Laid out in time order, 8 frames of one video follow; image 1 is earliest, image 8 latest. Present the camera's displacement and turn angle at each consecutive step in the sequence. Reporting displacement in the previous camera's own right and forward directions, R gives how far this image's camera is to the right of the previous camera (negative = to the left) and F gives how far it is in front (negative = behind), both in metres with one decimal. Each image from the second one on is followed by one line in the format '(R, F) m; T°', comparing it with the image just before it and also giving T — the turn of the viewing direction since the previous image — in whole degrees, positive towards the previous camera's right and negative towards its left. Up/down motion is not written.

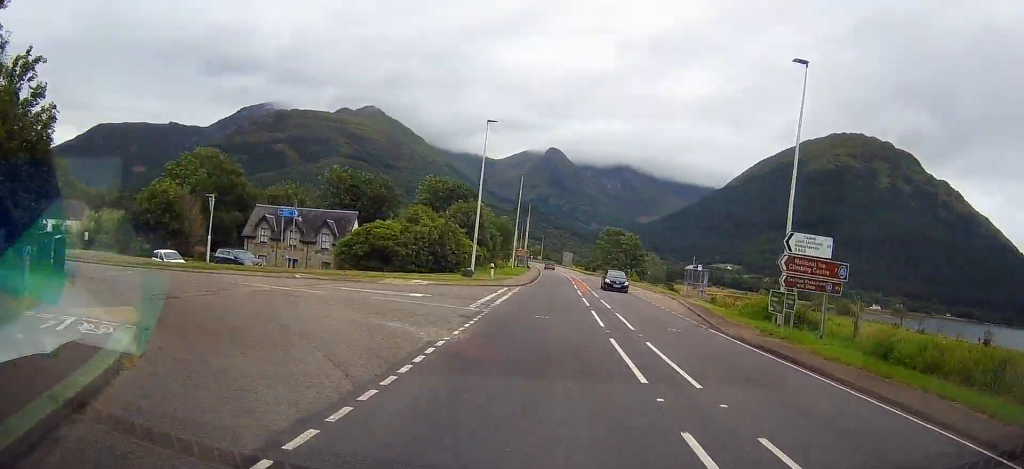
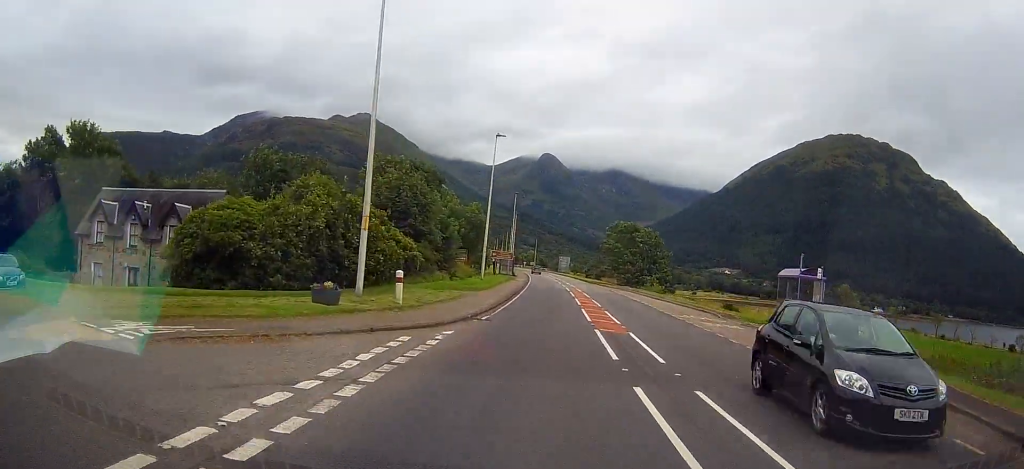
(+0.2, +23.4) m; +2°
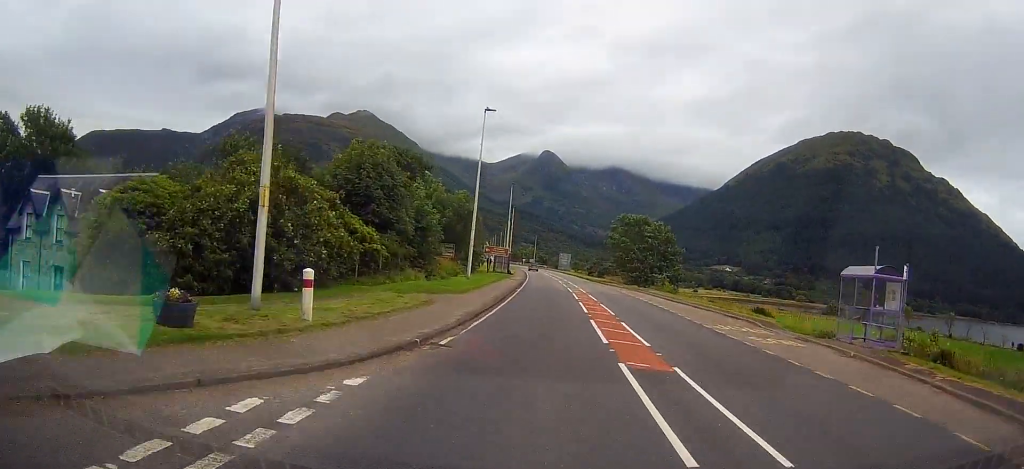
(+0.1, +6.9) m; 0°
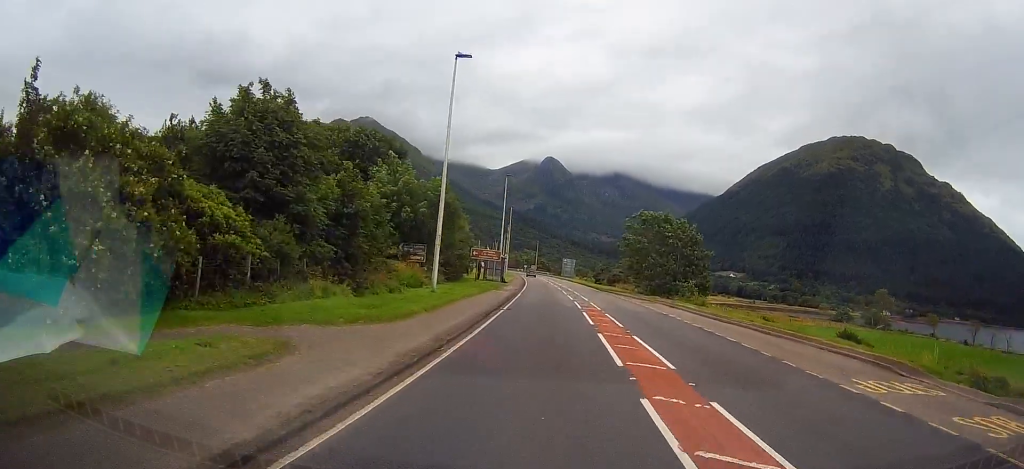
(+0.1, +11.4) m; 0°
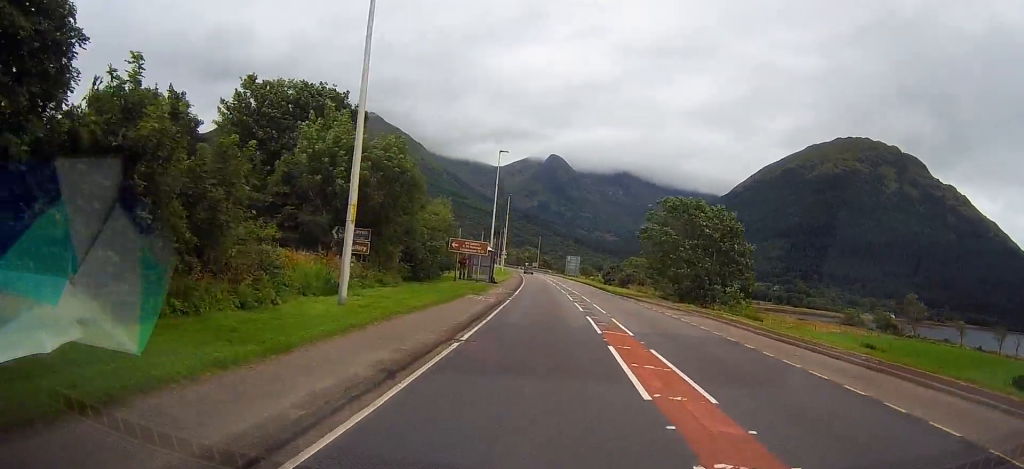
(-0.3, +11.8) m; -1°
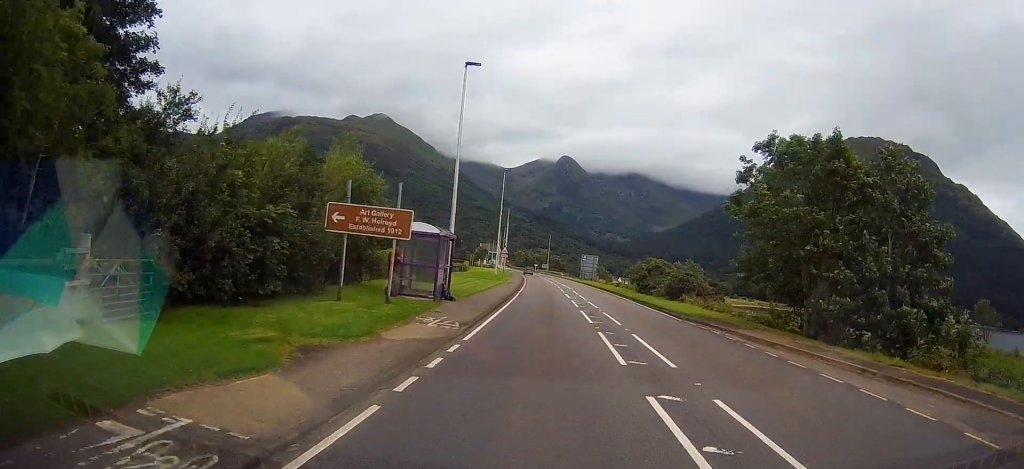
(-0.1, +23.2) m; -1°
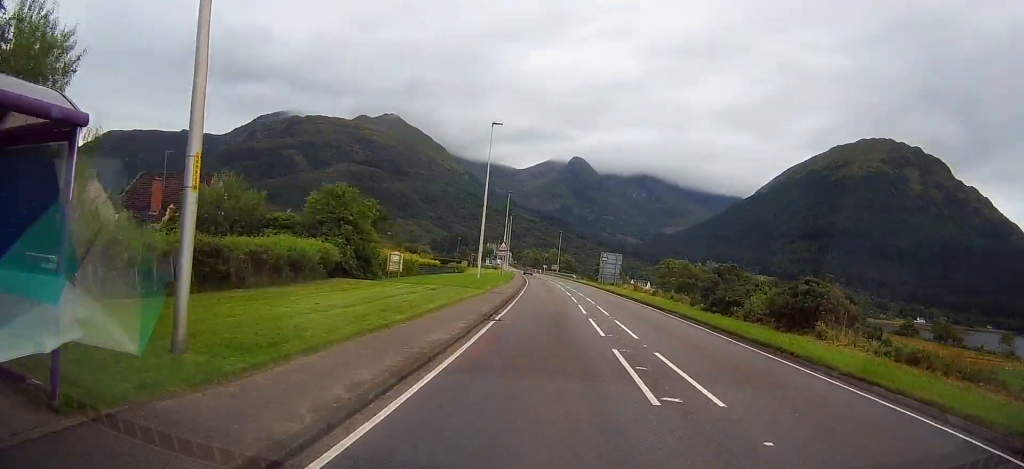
(-0.3, +21.1) m; -1°
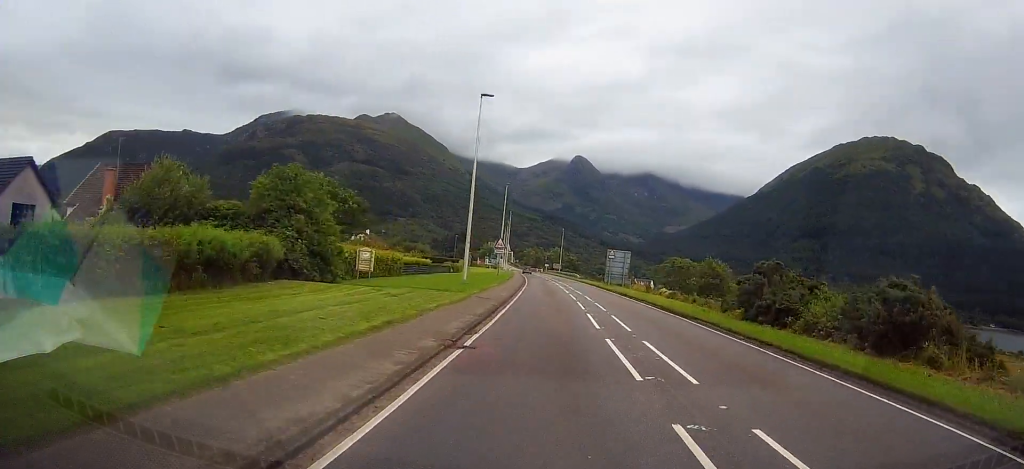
(0.0, +6.9) m; 0°
